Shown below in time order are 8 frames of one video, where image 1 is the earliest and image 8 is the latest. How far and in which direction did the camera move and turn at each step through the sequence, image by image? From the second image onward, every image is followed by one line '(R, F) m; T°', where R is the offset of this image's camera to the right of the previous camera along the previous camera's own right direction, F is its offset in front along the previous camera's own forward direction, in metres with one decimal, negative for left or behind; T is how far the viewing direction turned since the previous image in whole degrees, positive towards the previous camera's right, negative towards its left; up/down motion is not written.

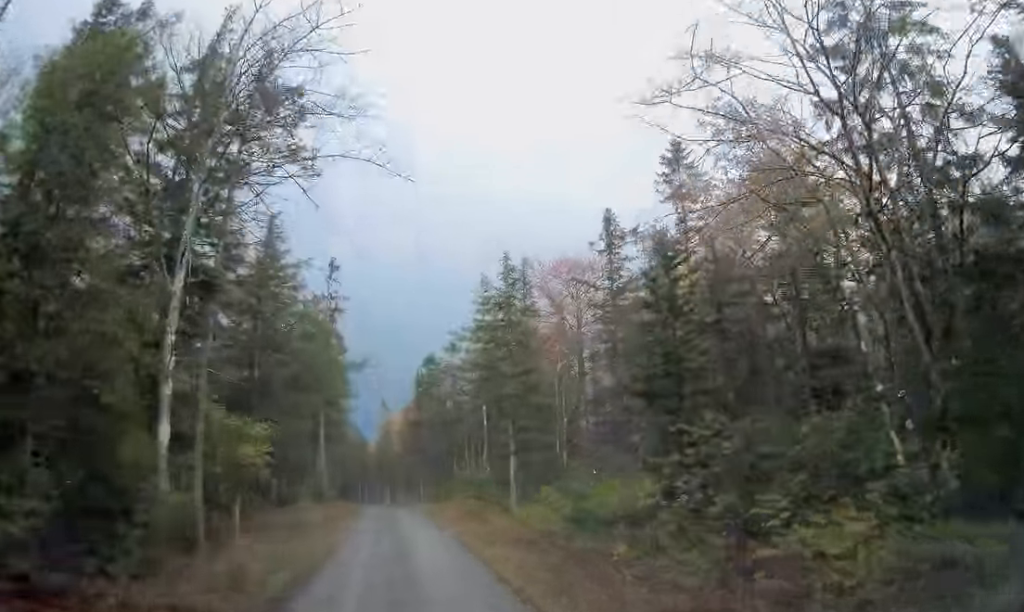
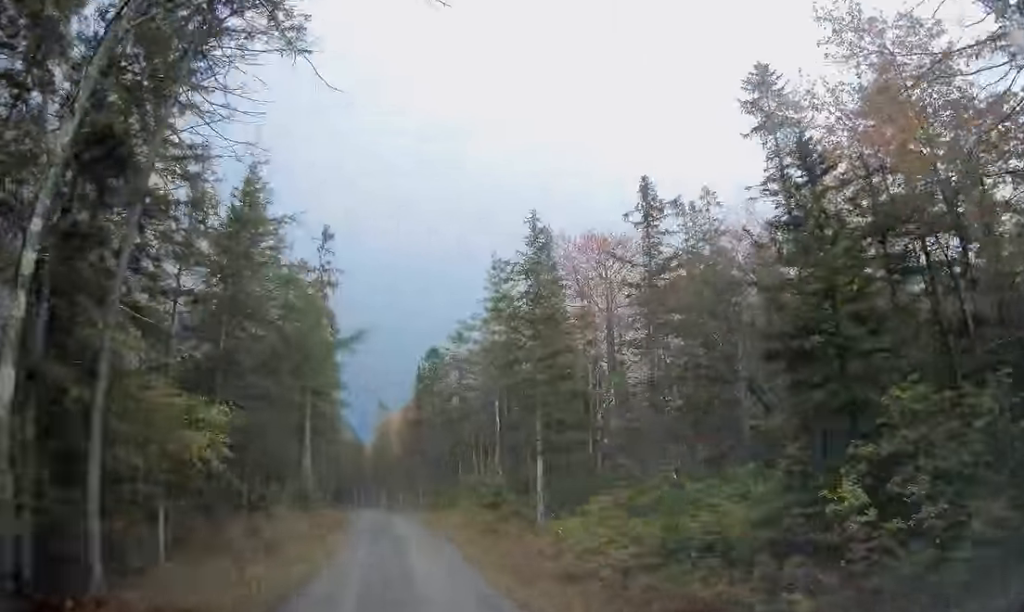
(+0.1, +5.7) m; 0°
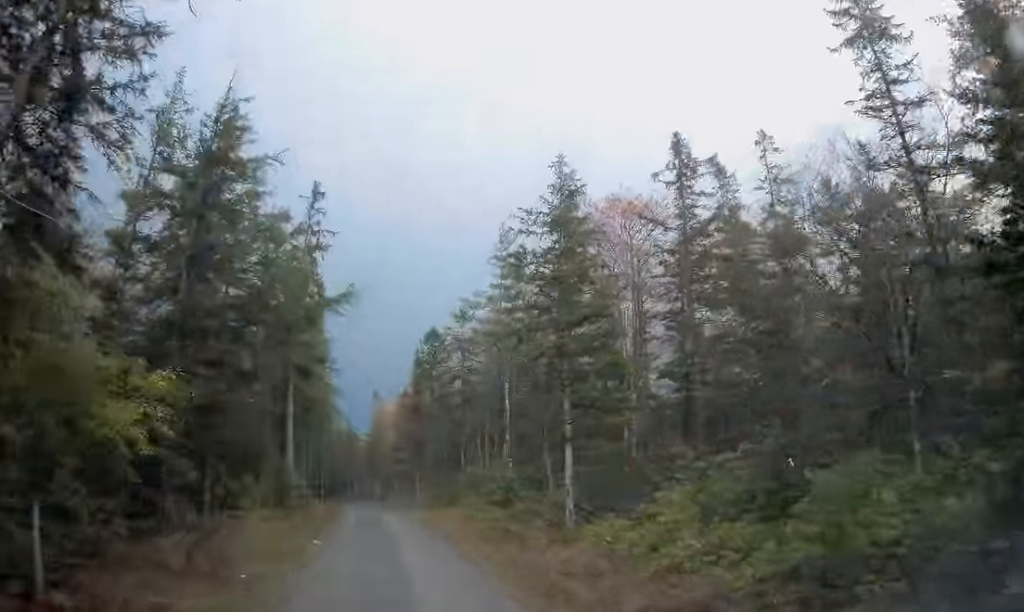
(-0.1, +4.3) m; -1°
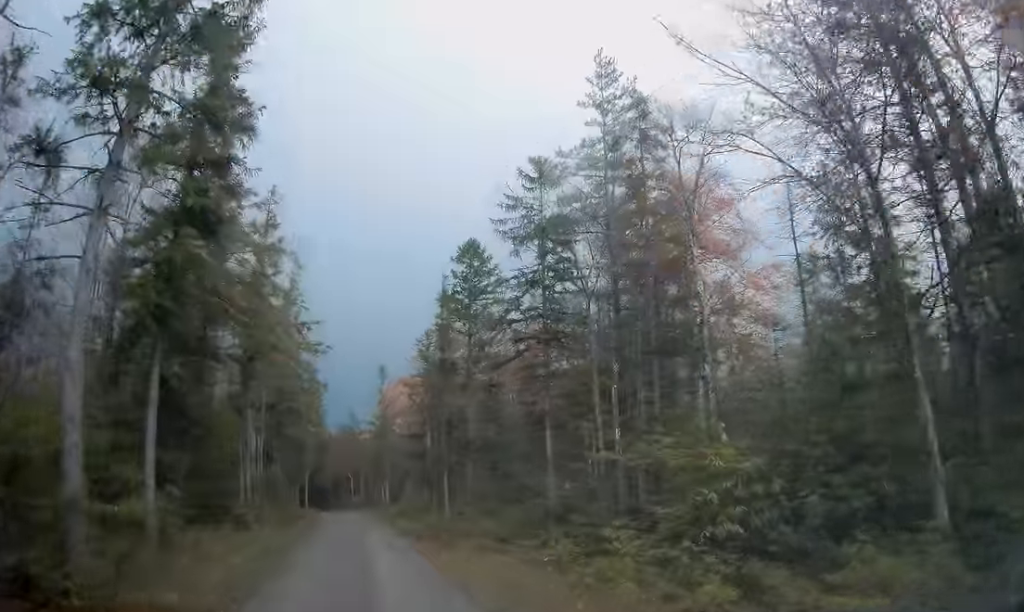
(0.0, +20.3) m; -1°
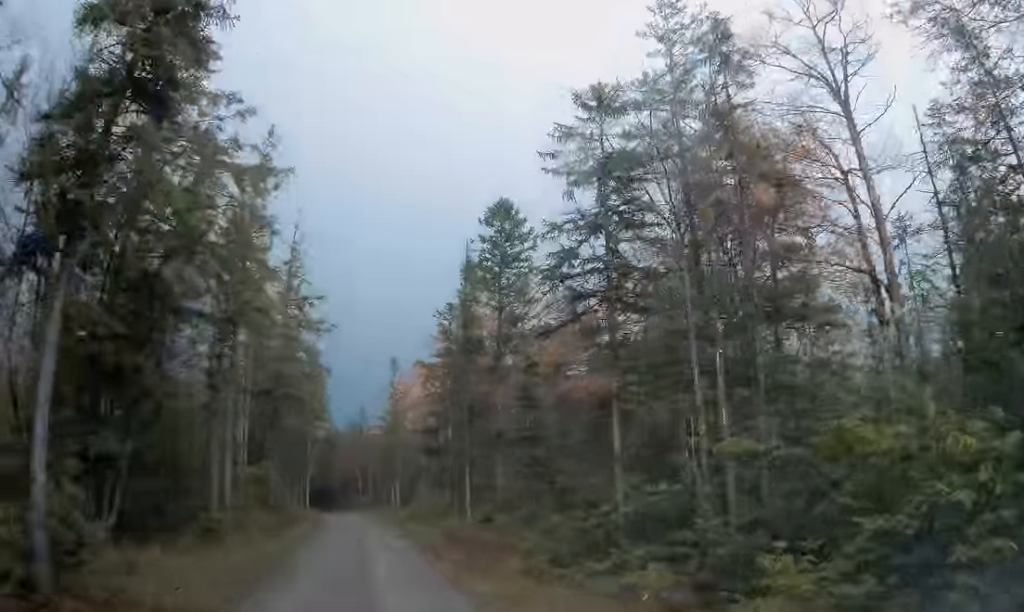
(-0.1, +5.2) m; -1°
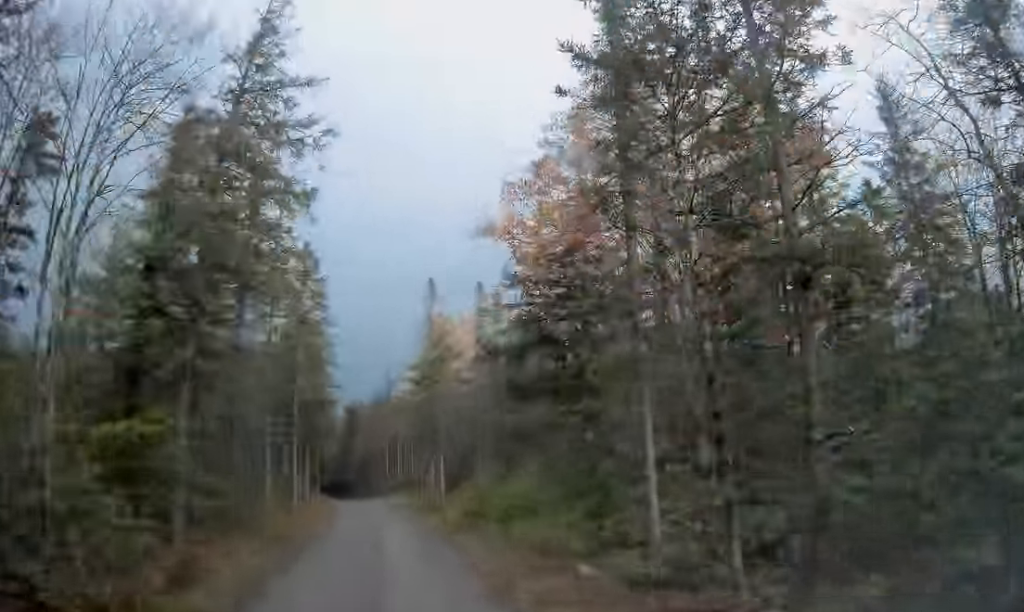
(-0.9, +18.6) m; -3°
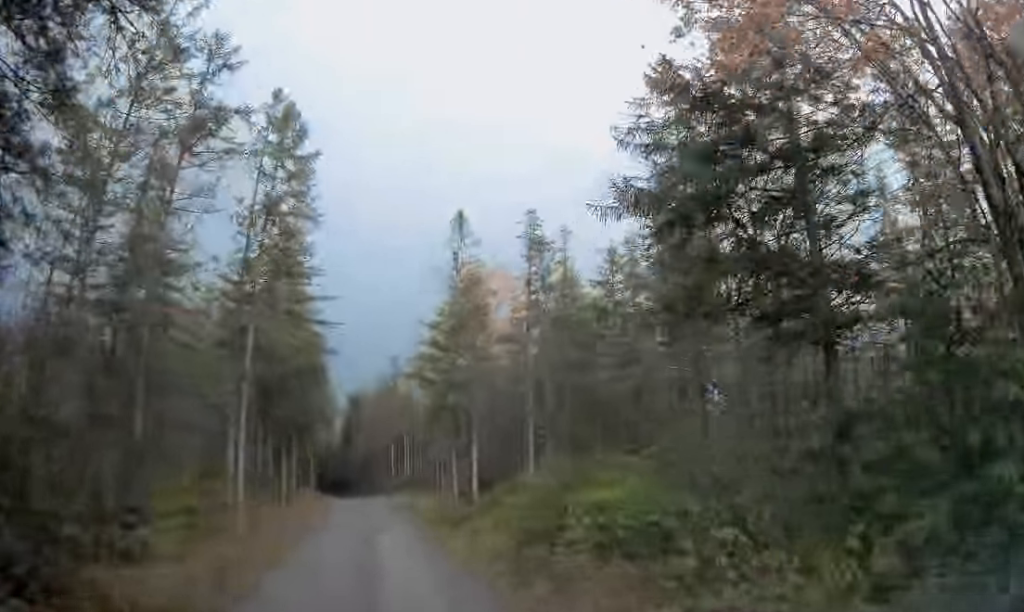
(+0.2, +10.9) m; +1°
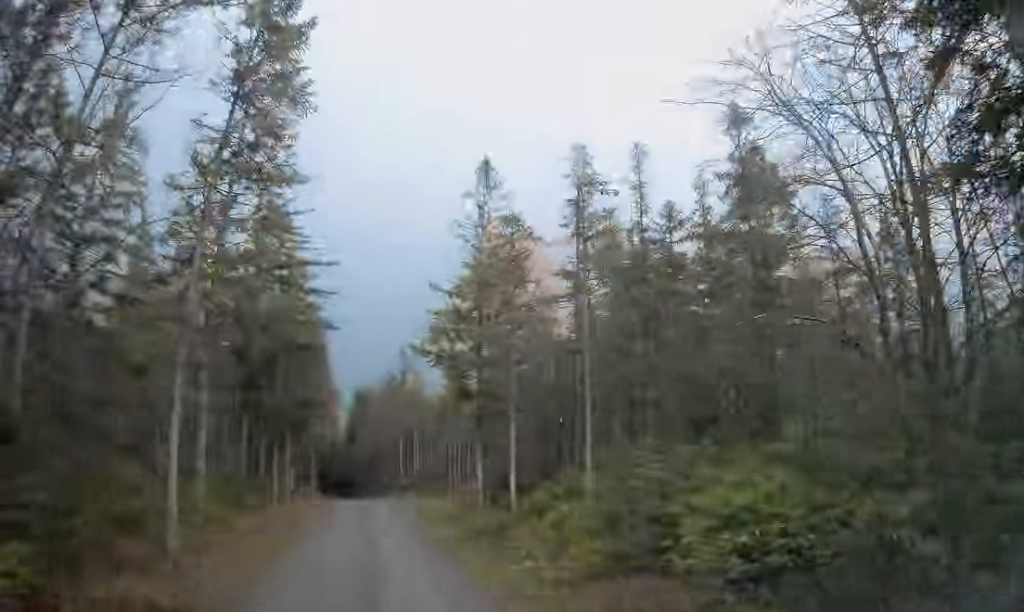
(+0.1, +5.7) m; 0°
